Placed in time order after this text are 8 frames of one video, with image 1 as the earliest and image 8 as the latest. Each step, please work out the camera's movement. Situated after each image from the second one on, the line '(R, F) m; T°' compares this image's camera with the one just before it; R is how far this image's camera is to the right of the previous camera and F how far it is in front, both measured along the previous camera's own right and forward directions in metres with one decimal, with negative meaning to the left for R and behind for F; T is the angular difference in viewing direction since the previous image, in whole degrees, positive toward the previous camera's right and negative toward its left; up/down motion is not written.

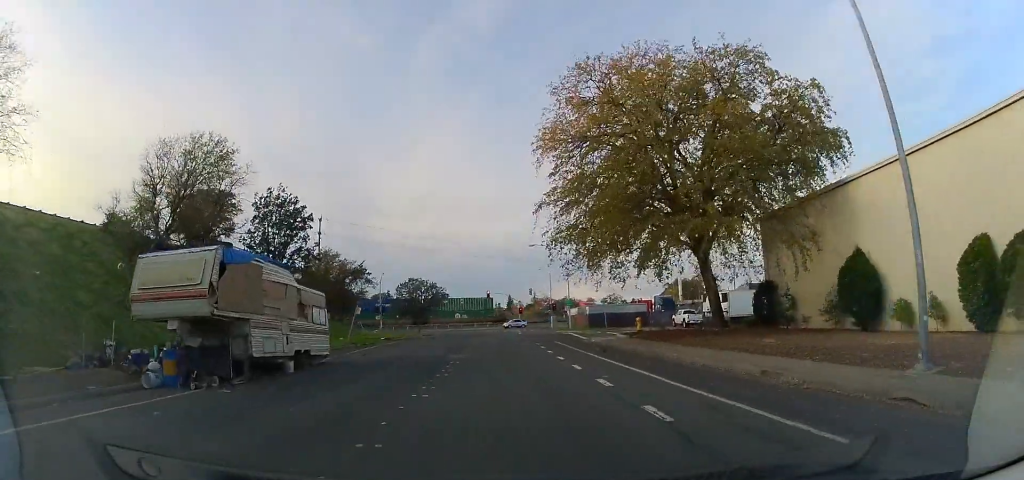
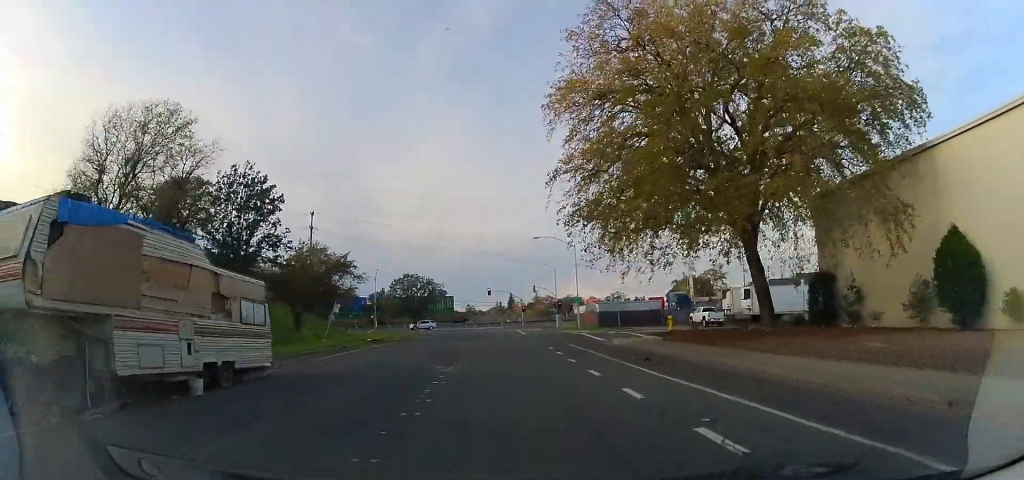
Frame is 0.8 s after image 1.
(+0.2, +5.5) m; +2°
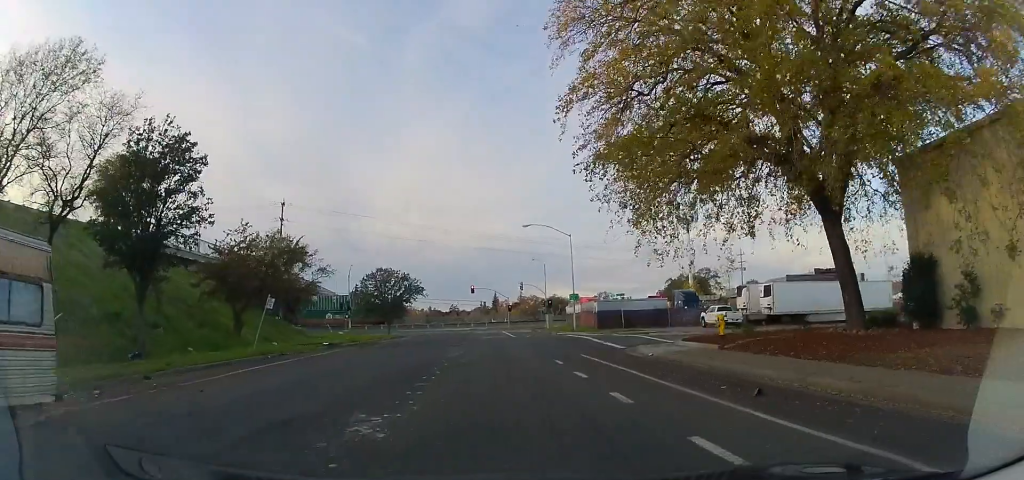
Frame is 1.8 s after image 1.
(+0.1, +7.6) m; +1°
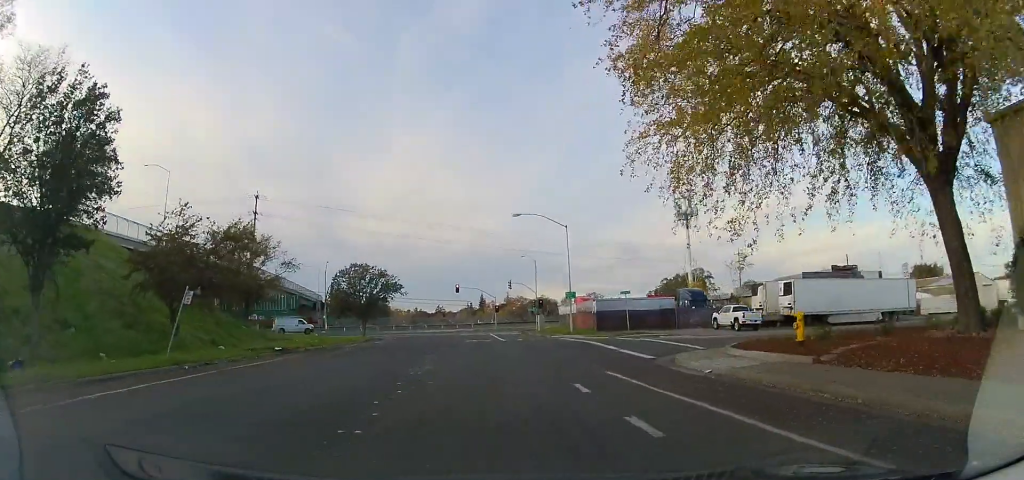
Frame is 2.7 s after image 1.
(+0.1, +5.8) m; 0°
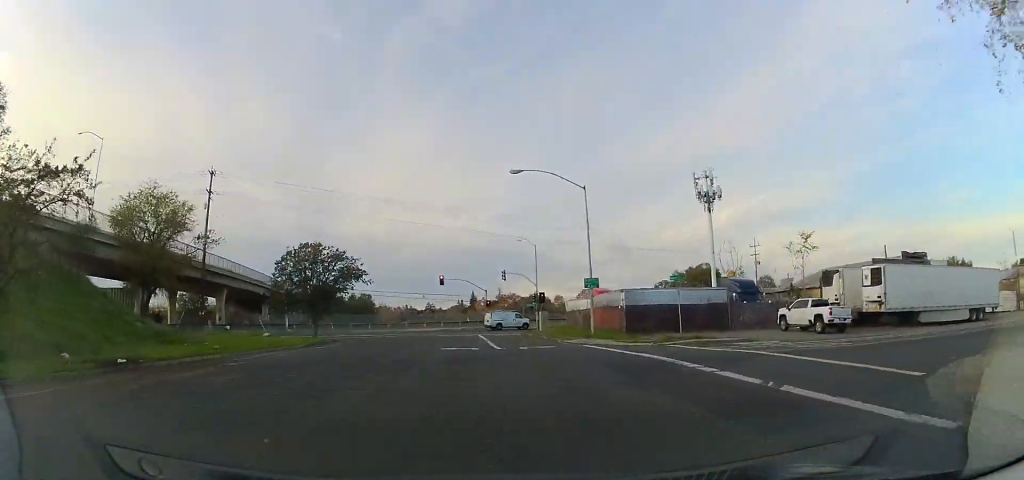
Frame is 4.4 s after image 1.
(+0.2, +12.5) m; +2°
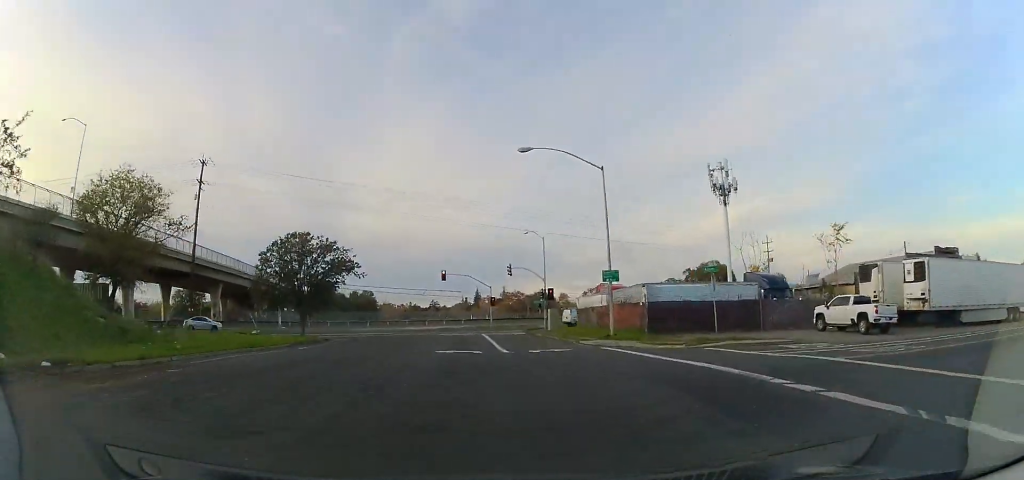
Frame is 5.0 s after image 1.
(+0.2, +3.8) m; 0°
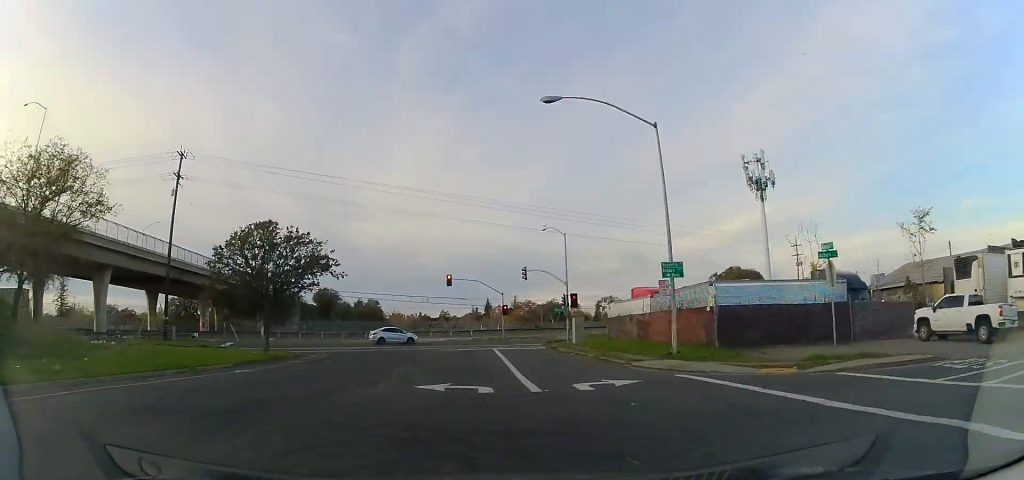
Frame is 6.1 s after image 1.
(-0.4, +8.4) m; -3°
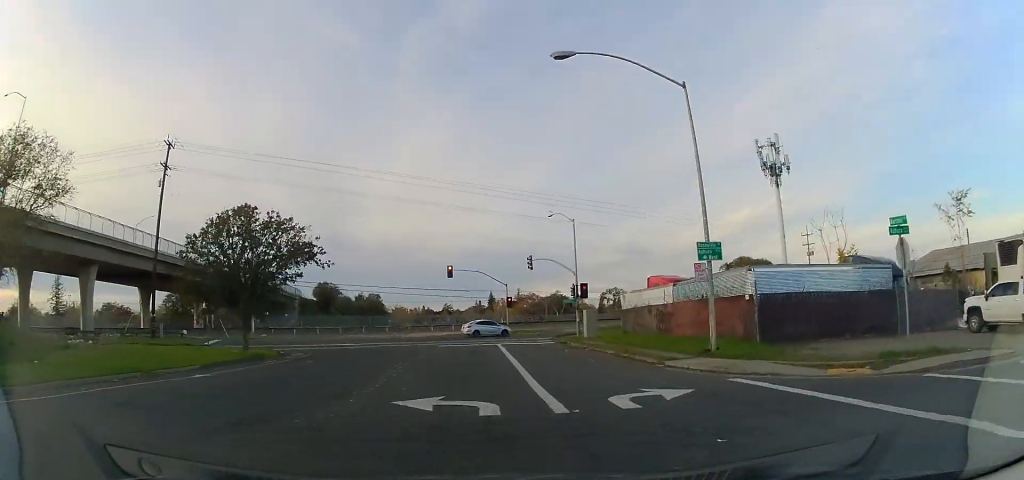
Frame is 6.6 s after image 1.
(0.0, +3.4) m; -1°
